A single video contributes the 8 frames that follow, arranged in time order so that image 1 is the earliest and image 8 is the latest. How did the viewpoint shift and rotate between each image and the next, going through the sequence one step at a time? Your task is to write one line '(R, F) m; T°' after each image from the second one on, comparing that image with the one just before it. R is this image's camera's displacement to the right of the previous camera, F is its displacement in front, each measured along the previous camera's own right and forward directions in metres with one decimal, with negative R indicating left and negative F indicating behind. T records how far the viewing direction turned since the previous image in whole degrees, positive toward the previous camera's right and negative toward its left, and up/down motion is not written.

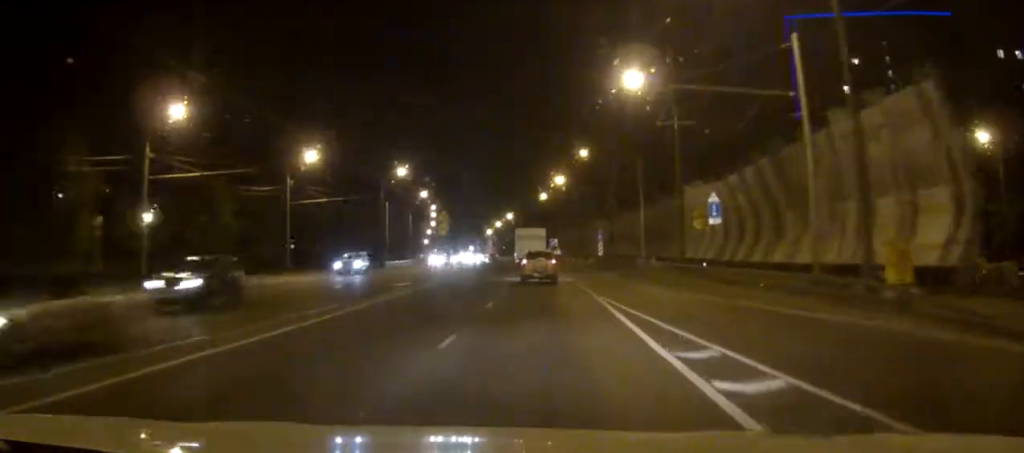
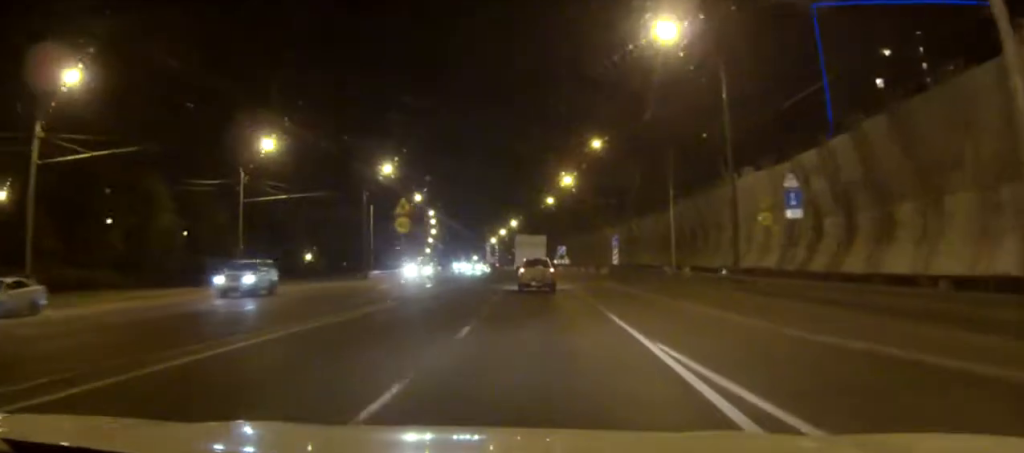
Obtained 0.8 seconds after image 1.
(0.0, +13.5) m; 0°
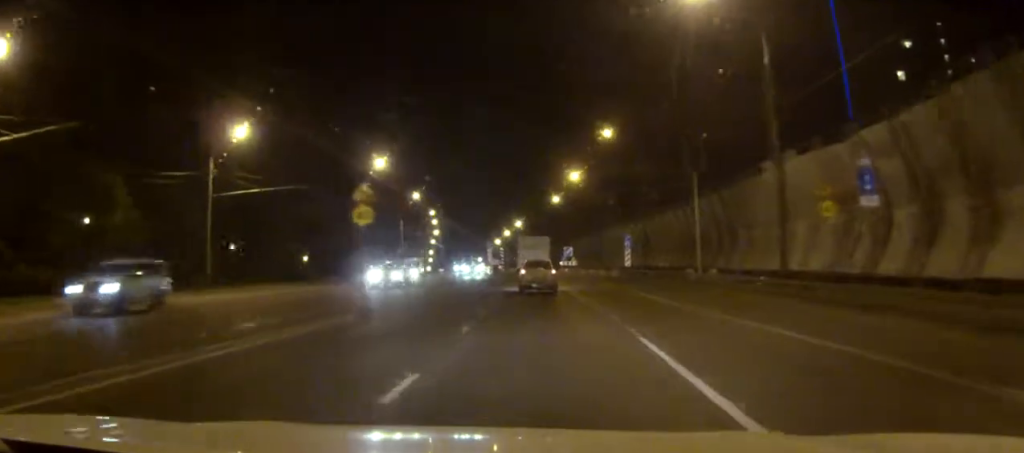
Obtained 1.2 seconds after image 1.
(0.0, +7.5) m; -1°
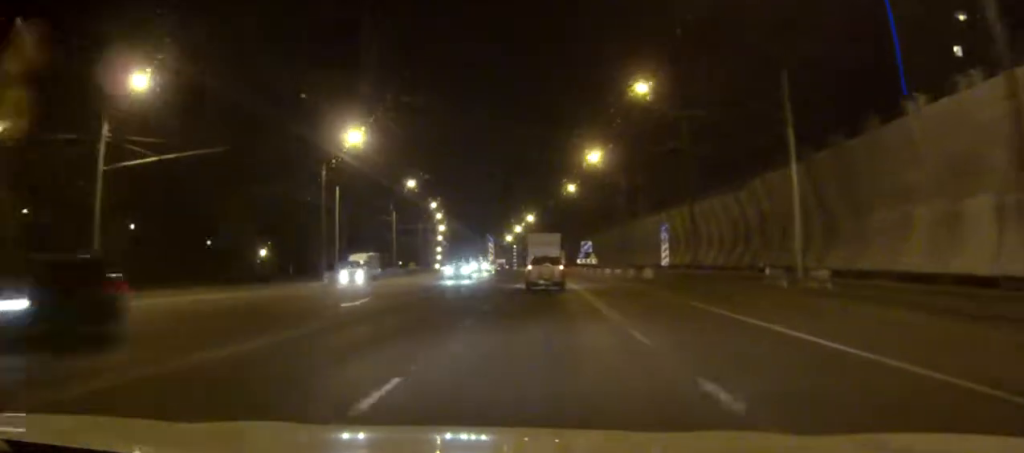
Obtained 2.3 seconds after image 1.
(-0.2, +18.3) m; -1°
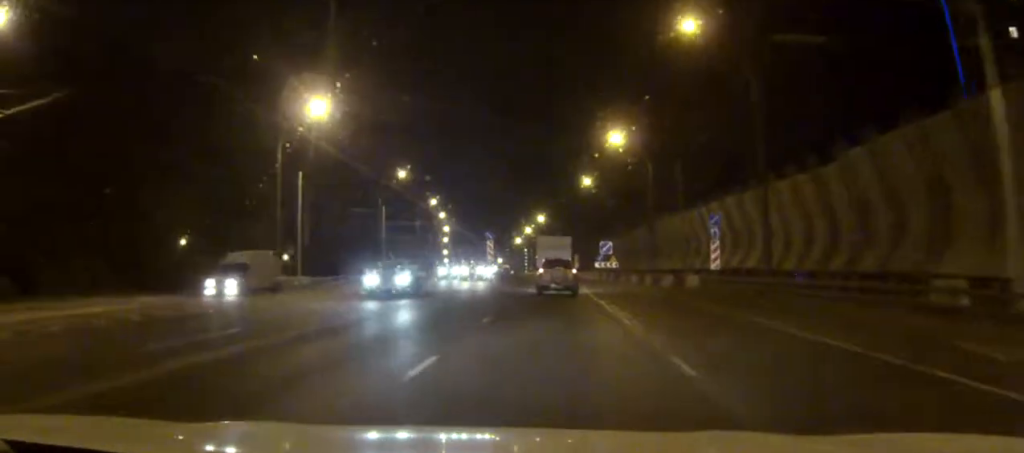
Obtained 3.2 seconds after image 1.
(-0.2, +16.8) m; -1°
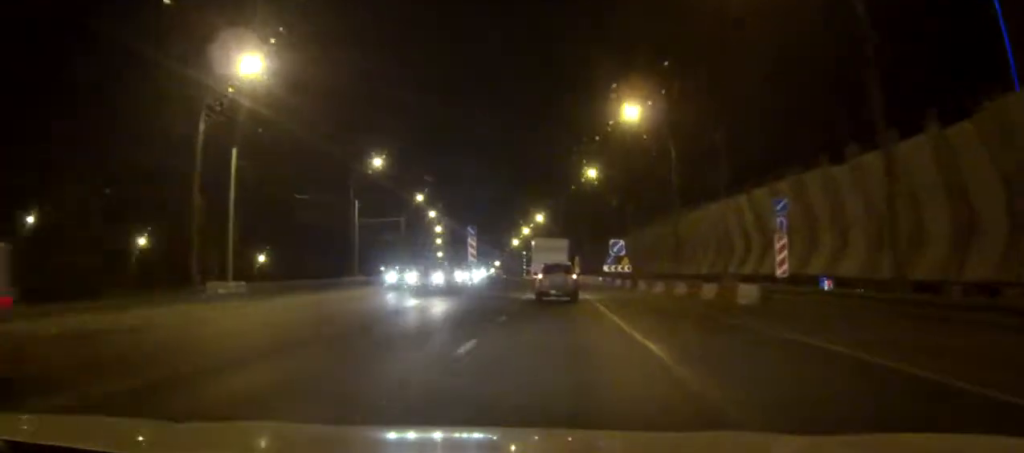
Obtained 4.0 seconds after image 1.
(-0.1, +15.8) m; 0°
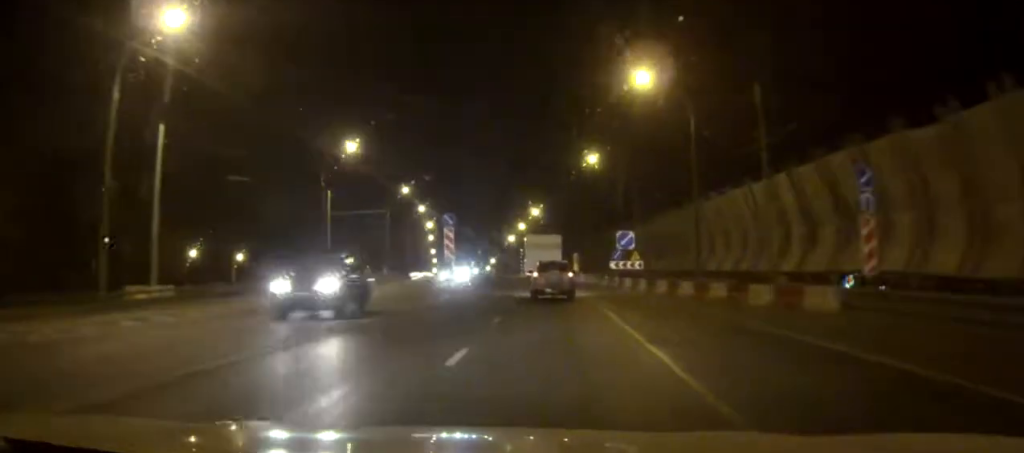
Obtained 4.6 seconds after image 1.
(0.0, +10.7) m; 0°
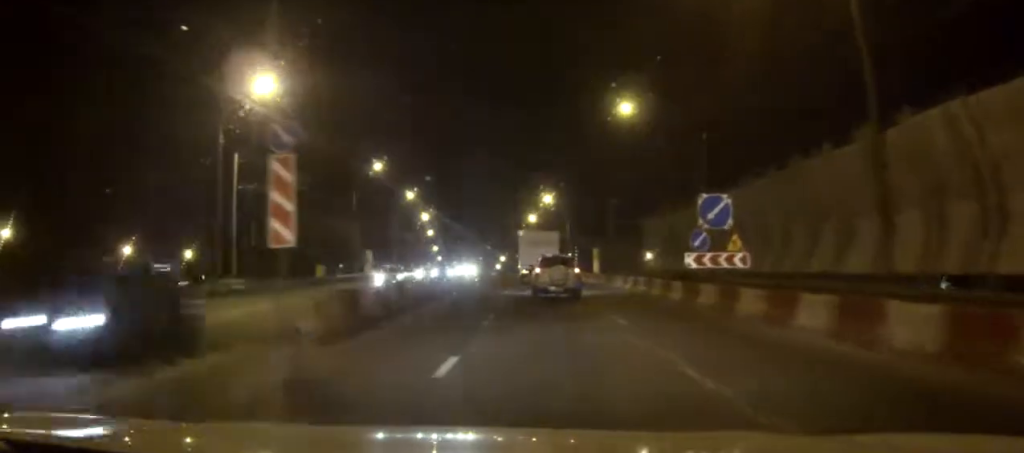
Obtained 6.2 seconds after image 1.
(-0.1, +27.6) m; -1°
